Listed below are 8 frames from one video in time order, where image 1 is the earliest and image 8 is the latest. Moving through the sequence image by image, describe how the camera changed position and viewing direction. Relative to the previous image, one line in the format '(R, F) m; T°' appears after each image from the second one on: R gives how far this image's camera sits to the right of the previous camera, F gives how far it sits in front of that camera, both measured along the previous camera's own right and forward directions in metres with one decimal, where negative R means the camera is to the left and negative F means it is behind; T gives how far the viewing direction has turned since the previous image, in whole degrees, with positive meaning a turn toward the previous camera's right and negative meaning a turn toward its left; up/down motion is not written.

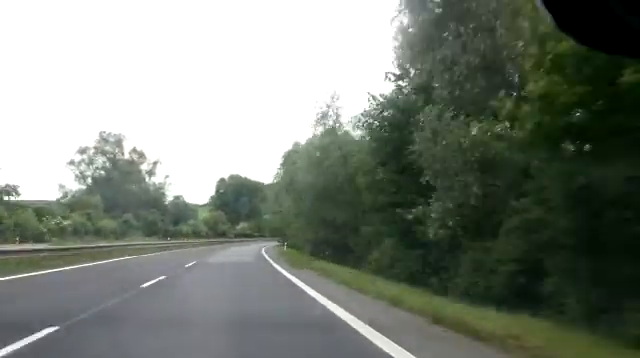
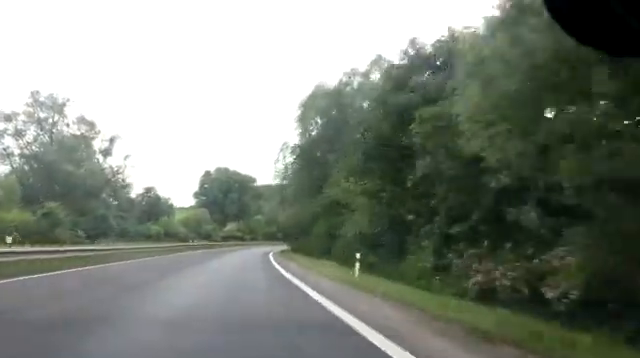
(+0.4, +30.6) m; +2°
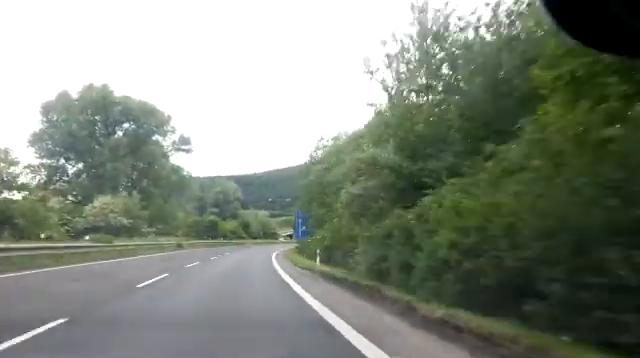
(+5.3, +89.7) m; +6°
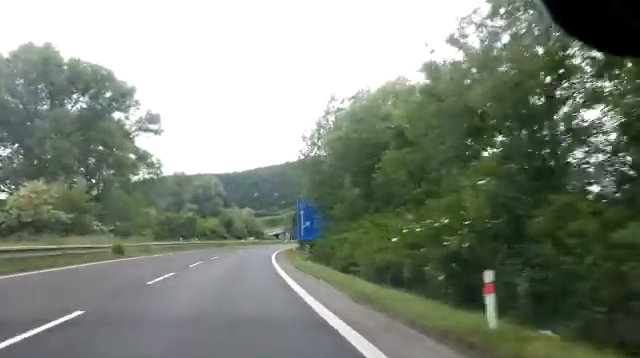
(-0.1, +17.6) m; +3°
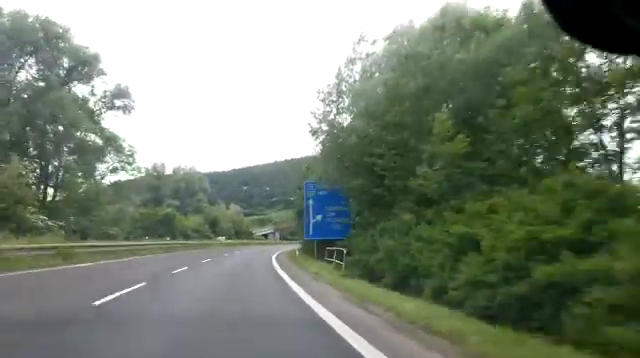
(+0.5, +13.4) m; +3°
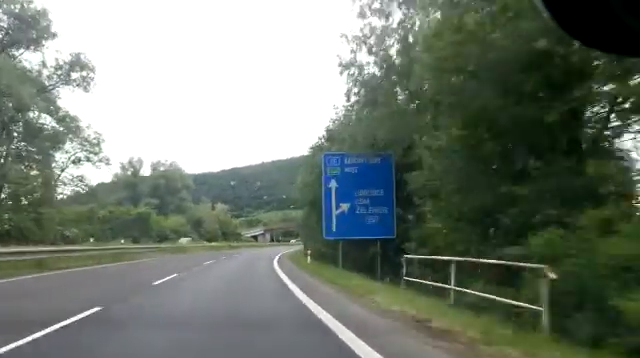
(+0.6, +12.6) m; +2°
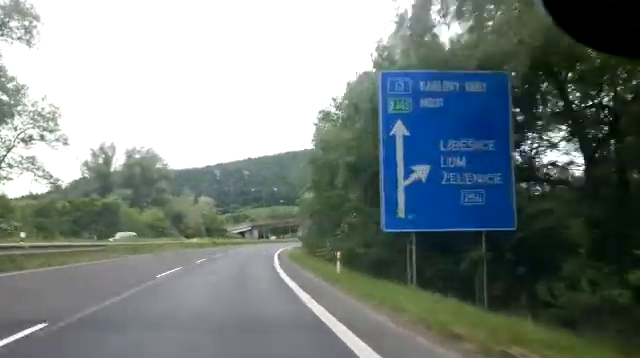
(+0.2, +11.7) m; +1°
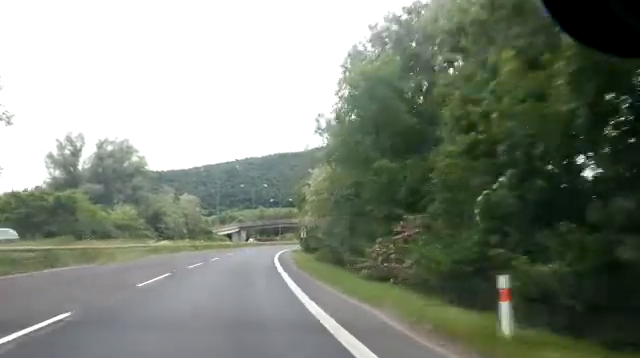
(-0.1, +11.7) m; +1°
